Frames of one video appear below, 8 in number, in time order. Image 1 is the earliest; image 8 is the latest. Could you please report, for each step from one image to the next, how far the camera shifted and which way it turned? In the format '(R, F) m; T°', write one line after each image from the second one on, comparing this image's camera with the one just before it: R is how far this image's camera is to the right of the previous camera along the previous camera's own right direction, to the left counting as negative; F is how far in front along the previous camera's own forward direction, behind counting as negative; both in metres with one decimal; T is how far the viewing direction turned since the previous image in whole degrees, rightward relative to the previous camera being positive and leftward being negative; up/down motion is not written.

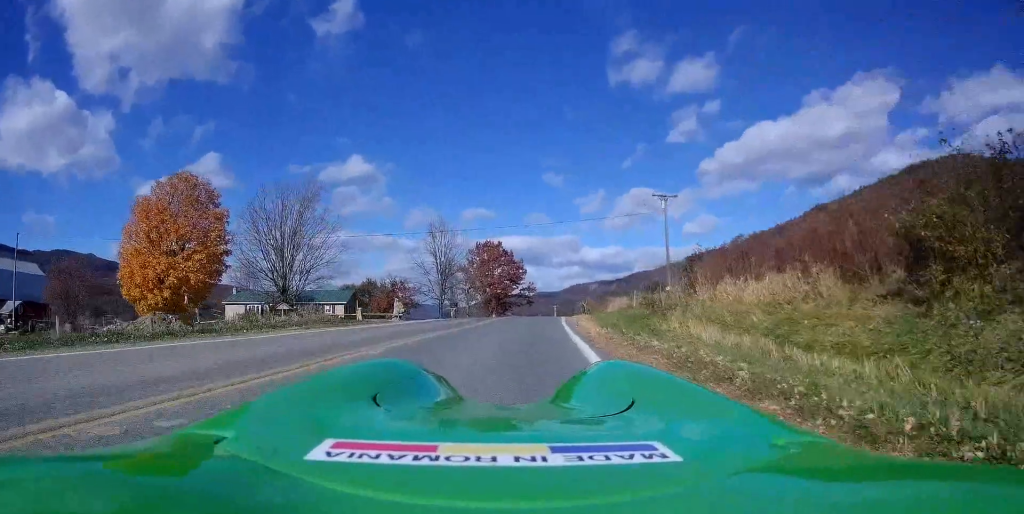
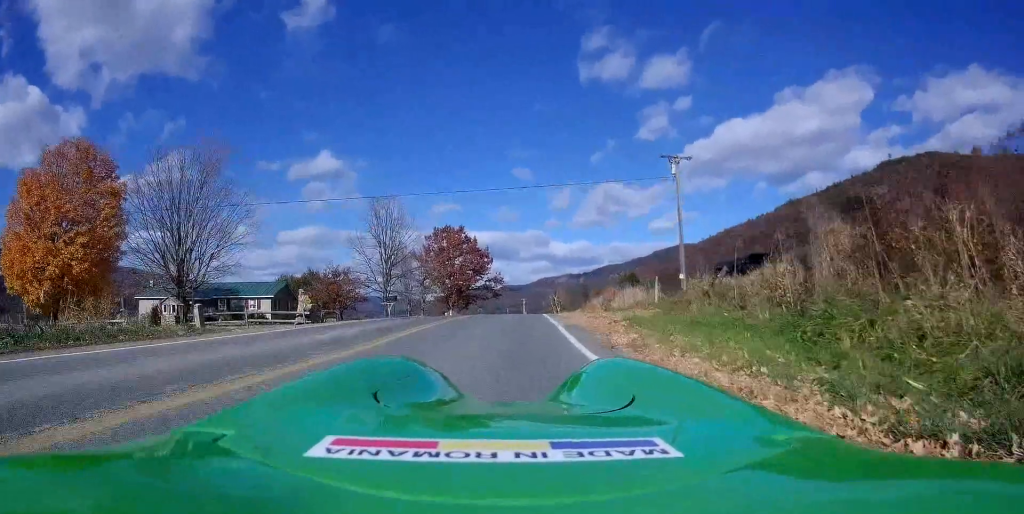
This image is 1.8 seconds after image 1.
(0.0, +13.4) m; +3°
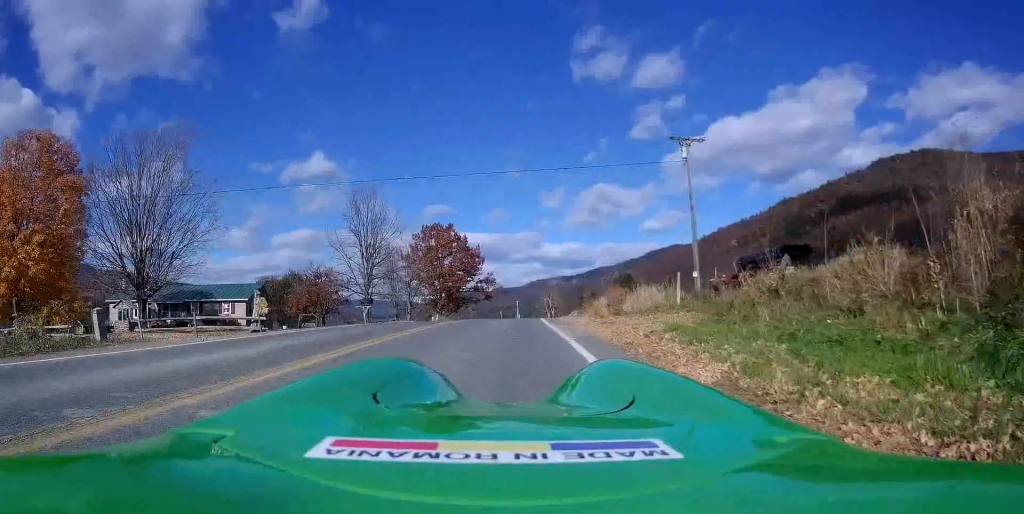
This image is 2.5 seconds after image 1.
(+0.1, +4.5) m; +2°
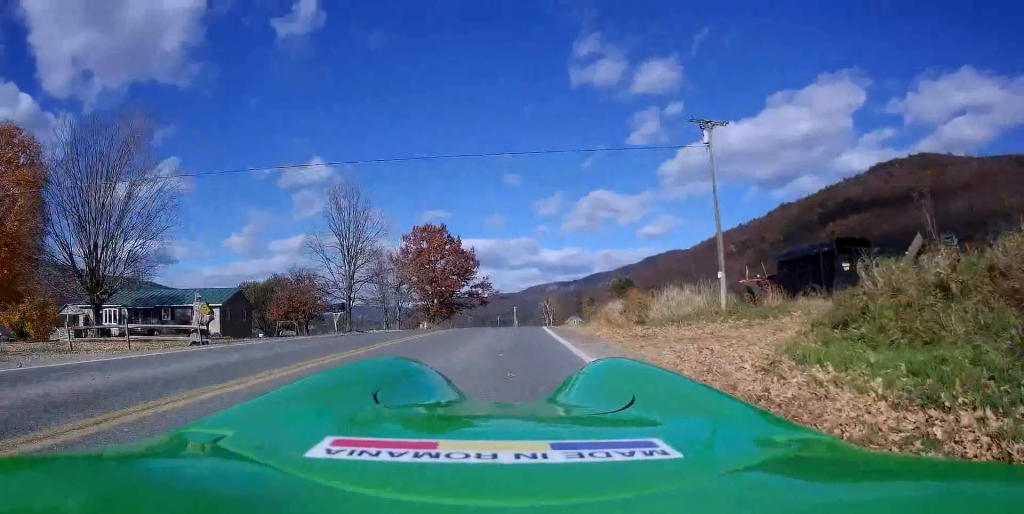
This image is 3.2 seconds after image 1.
(0.0, +5.1) m; +2°
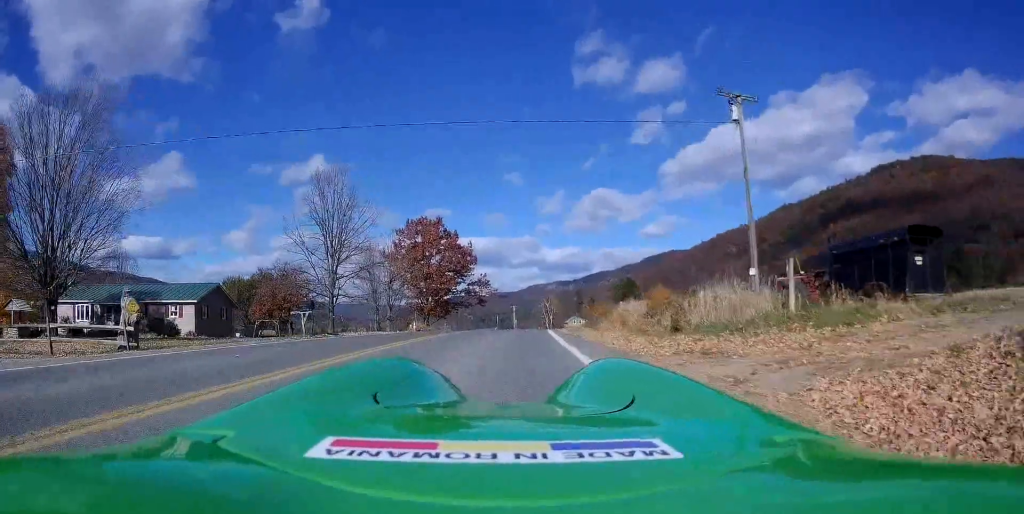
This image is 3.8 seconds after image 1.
(+0.2, +4.3) m; 0°
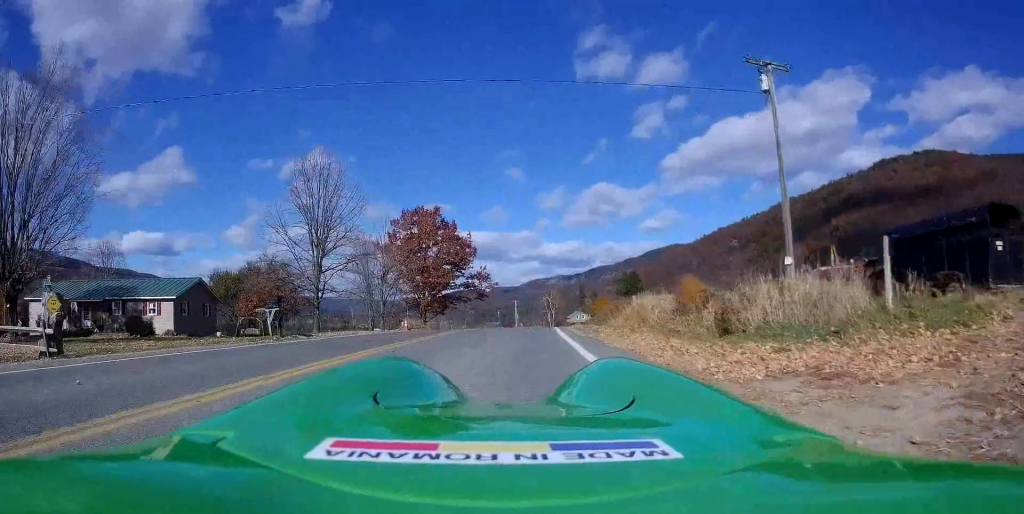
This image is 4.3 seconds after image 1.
(0.0, +3.7) m; -1°
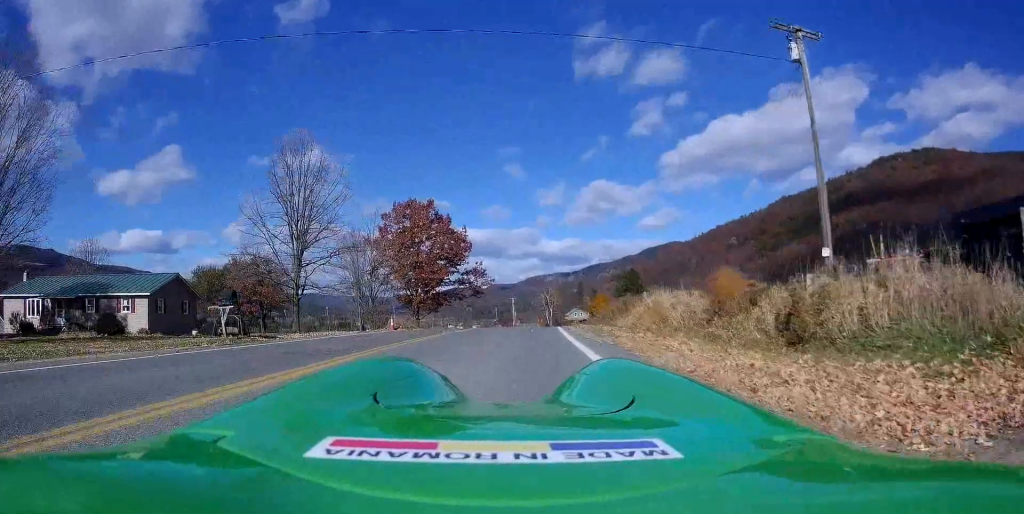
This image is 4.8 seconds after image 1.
(-0.1, +3.4) m; -2°
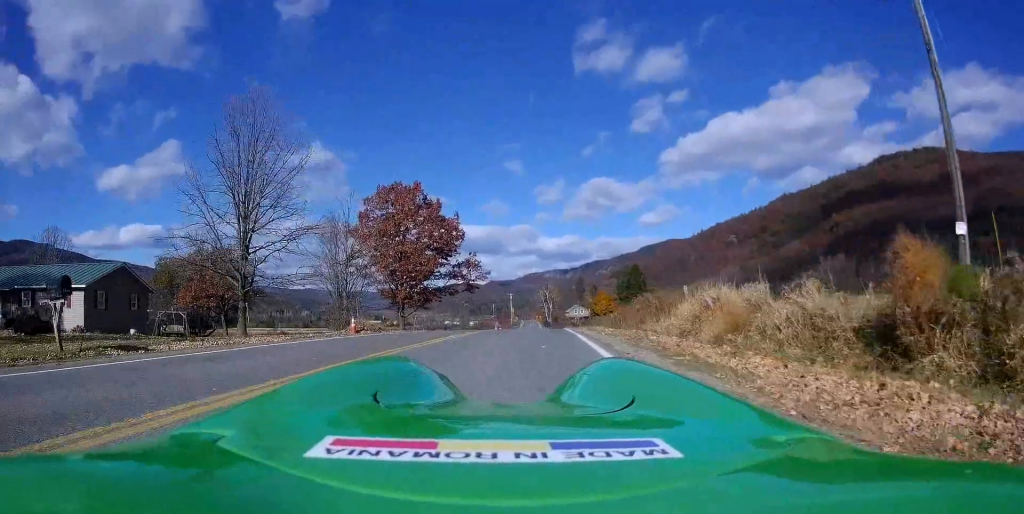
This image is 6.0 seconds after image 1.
(-0.1, +8.0) m; -1°
